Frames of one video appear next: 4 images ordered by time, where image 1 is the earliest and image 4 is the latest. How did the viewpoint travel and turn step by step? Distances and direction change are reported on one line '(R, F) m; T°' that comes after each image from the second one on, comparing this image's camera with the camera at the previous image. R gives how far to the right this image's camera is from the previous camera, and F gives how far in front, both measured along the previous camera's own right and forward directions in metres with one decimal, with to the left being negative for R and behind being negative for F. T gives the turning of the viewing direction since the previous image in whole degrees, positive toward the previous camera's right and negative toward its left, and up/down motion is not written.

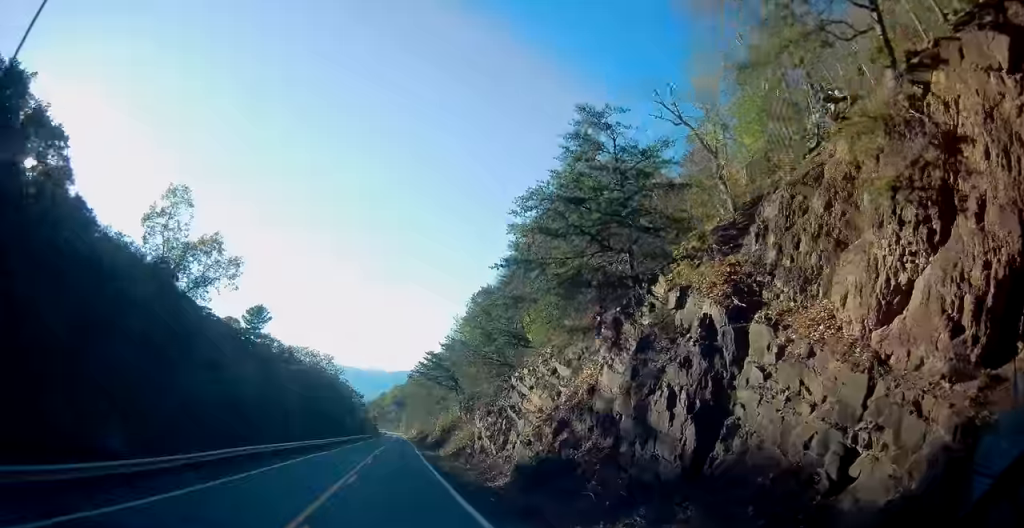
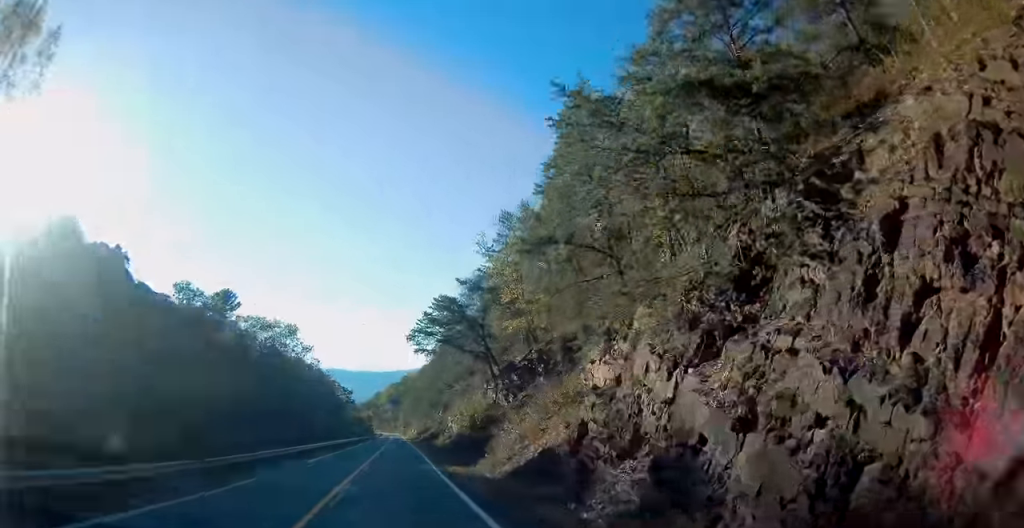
(+0.4, +28.4) m; +1°
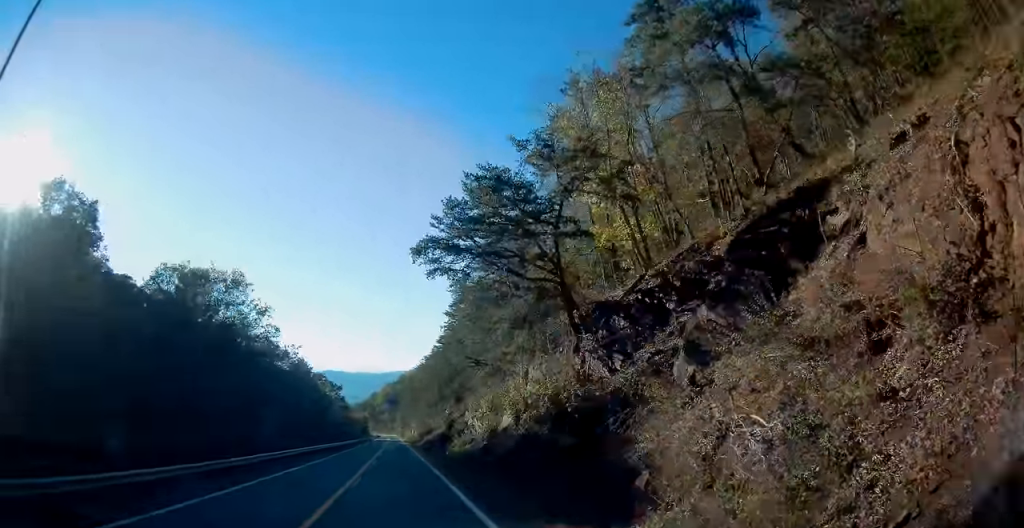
(0.0, +20.6) m; 0°
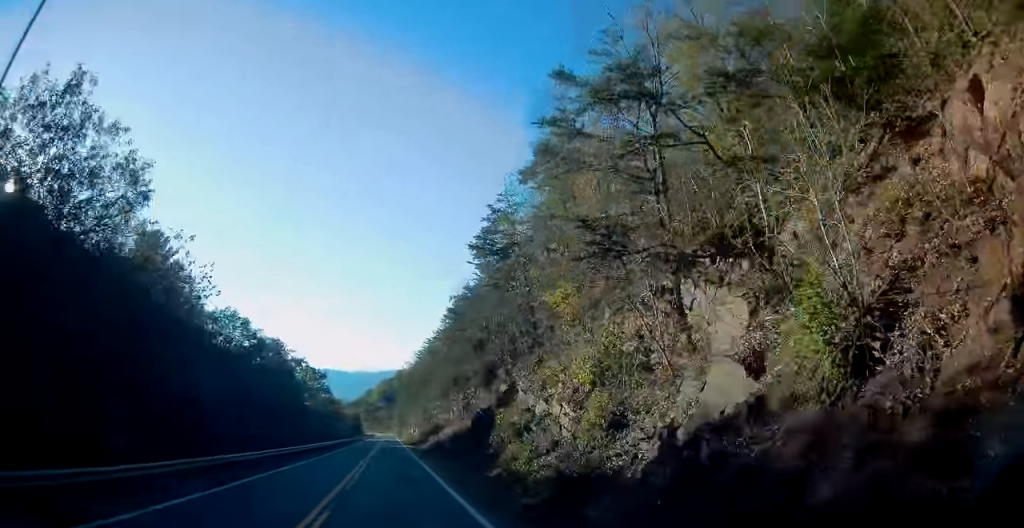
(+0.4, +23.5) m; +2°
